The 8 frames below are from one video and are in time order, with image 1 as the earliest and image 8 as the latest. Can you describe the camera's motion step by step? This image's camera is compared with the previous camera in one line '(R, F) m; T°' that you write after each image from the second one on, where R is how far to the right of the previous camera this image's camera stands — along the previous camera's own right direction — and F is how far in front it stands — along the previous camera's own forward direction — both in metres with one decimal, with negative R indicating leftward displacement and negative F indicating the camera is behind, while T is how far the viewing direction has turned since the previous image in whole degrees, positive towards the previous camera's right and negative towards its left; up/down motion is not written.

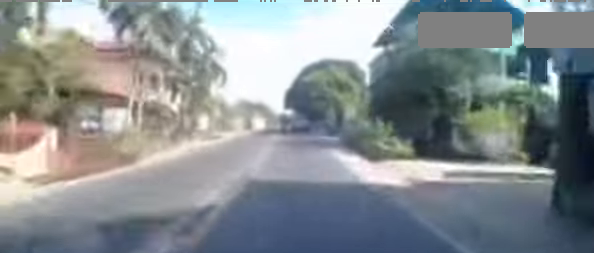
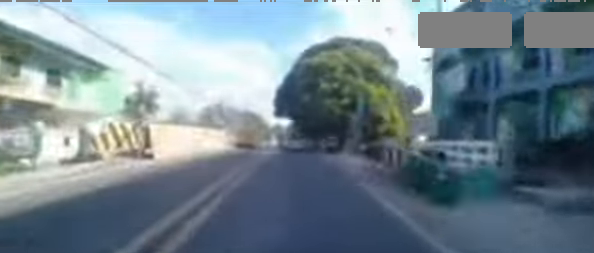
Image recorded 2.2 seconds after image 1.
(0.0, +20.9) m; +3°
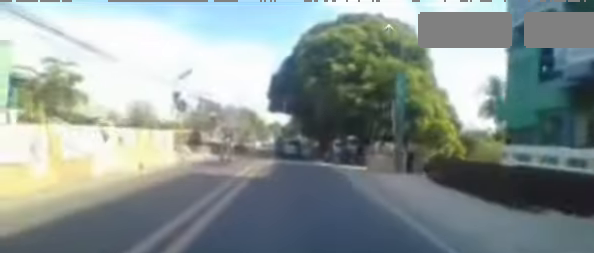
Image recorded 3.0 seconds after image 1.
(+0.4, +8.3) m; 0°
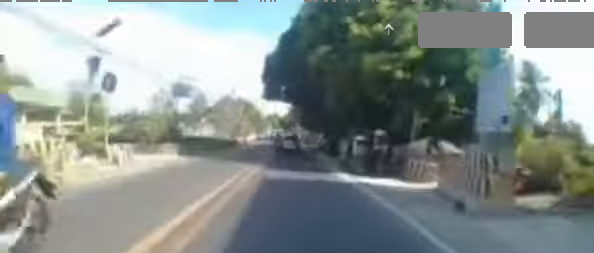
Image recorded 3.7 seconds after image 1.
(-0.2, +6.2) m; -2°
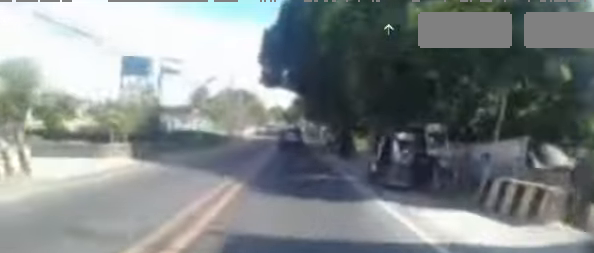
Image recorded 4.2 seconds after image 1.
(-0.1, +4.7) m; -2°
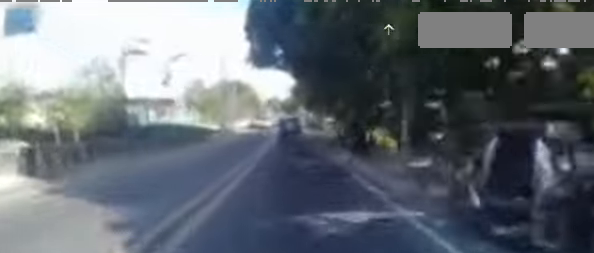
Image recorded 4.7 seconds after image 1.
(0.0, +4.7) m; -2°
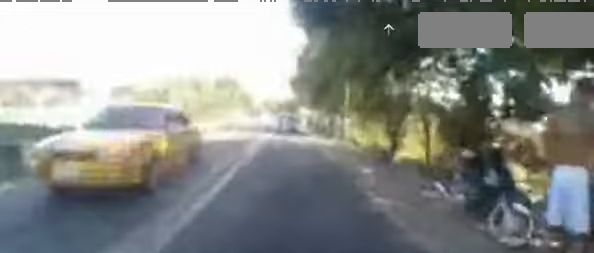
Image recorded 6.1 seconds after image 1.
(-0.5, +13.0) m; -2°
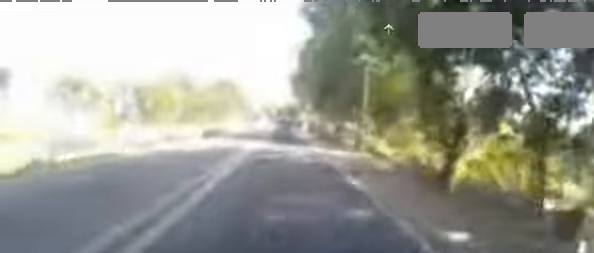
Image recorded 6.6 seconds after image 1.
(+0.1, +4.8) m; +1°
